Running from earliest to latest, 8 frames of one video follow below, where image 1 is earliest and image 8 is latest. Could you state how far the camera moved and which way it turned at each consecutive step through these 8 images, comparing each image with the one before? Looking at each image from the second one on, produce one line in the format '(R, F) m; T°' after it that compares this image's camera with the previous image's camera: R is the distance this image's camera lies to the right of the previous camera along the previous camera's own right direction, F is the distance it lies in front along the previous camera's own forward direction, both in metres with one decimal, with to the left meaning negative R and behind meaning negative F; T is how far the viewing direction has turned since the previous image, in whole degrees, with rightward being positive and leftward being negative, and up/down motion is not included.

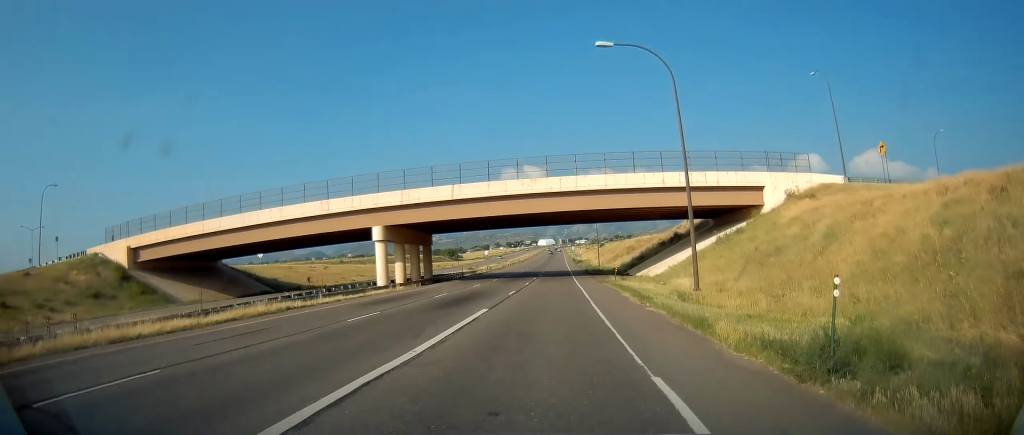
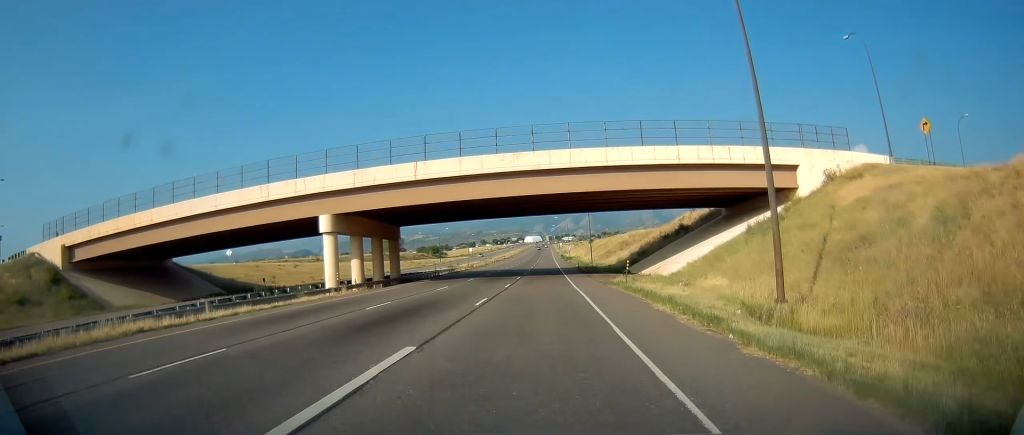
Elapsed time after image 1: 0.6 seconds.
(+0.3, +10.1) m; +2°
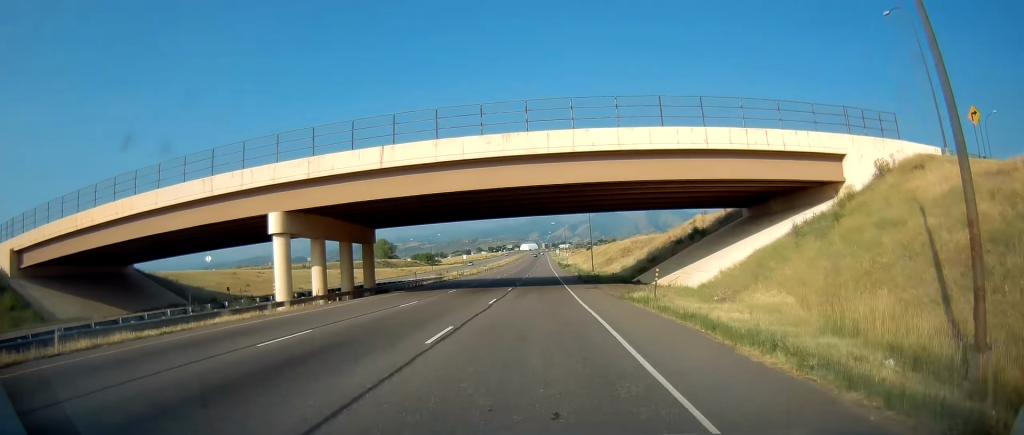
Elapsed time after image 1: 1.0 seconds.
(+0.1, +7.8) m; +1°
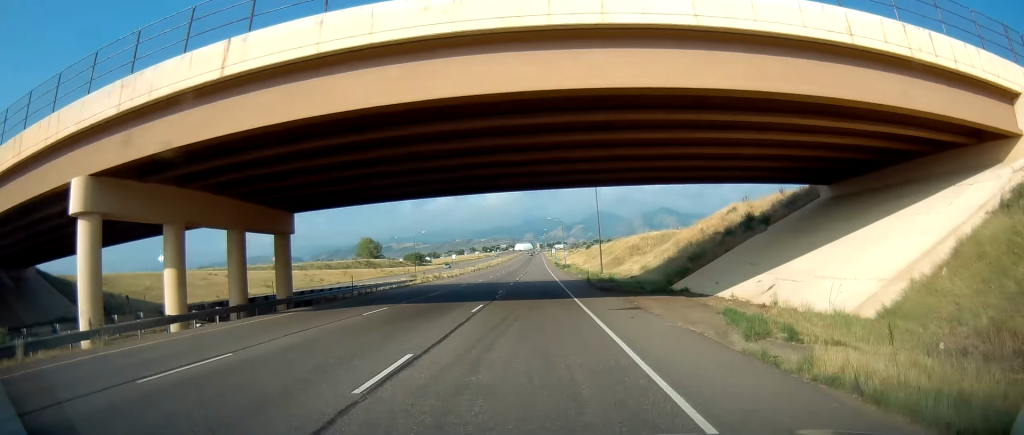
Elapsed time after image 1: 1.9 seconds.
(+0.3, +17.0) m; 0°
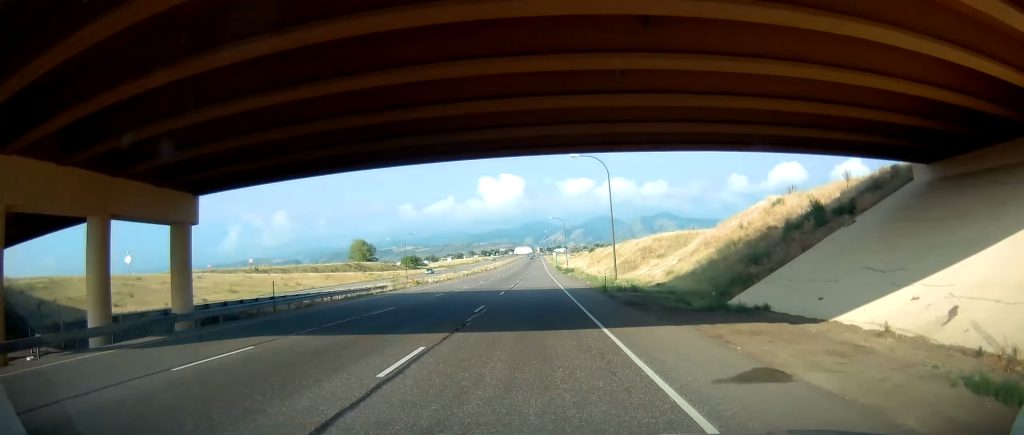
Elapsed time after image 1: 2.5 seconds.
(-0.2, +11.0) m; 0°
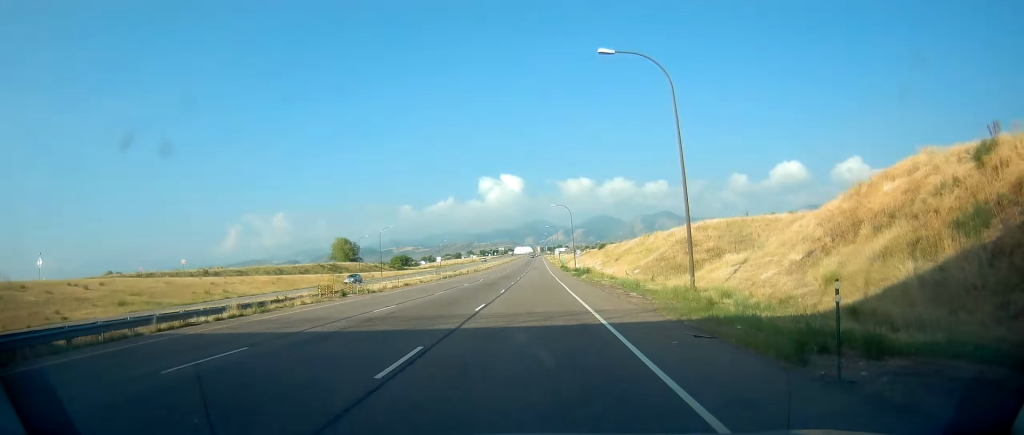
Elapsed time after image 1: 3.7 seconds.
(-0.1, +24.2) m; 0°
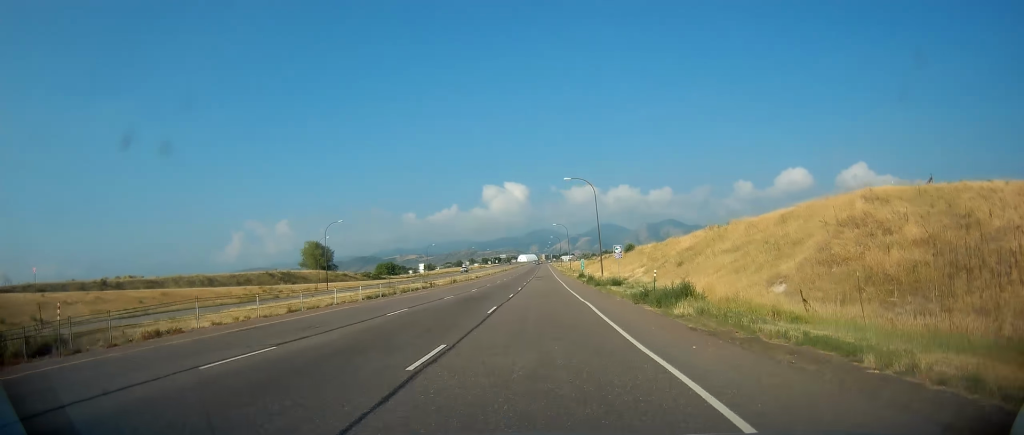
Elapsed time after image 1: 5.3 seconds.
(-0.1, +35.7) m; 0°
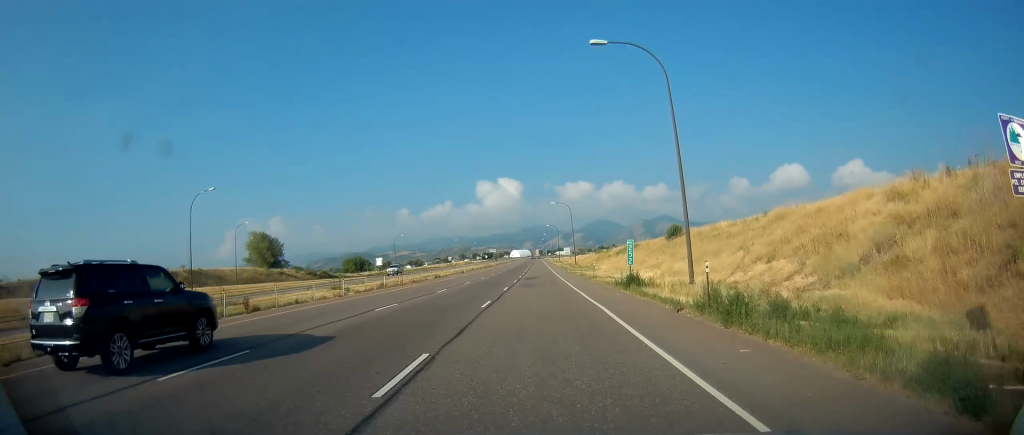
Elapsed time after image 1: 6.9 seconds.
(+0.2, +37.9) m; +1°
